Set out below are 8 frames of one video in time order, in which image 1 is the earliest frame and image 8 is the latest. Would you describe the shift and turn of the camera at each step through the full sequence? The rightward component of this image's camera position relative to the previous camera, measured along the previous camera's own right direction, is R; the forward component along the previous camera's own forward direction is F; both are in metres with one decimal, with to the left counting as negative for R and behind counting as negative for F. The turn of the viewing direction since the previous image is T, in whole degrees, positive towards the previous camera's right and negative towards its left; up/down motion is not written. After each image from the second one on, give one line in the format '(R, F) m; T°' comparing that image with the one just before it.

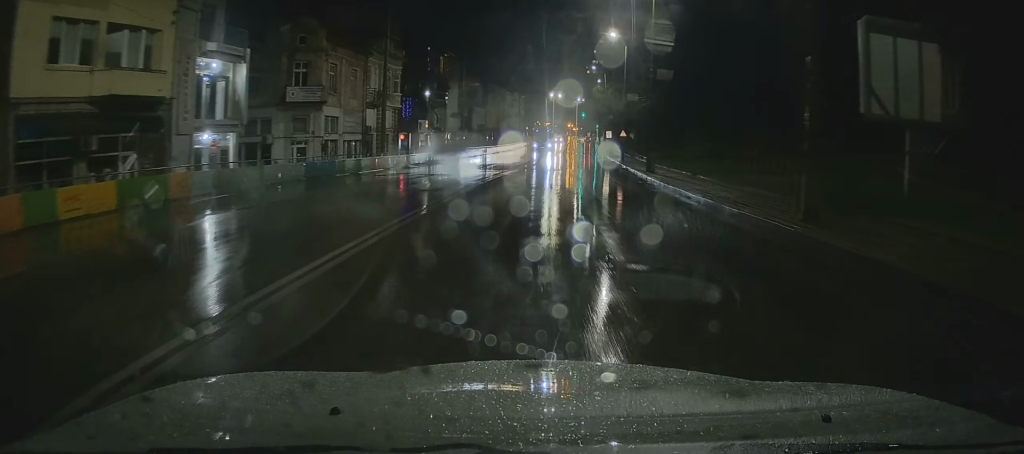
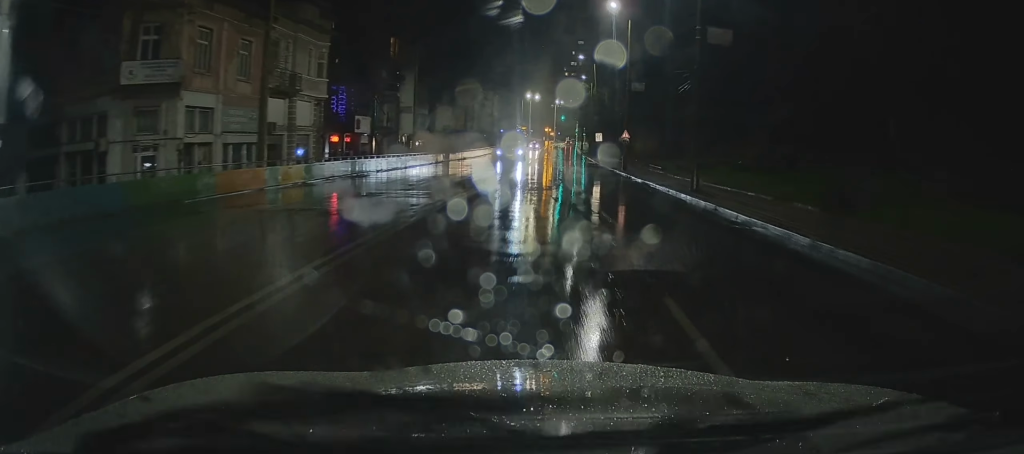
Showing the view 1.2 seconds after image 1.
(+0.1, +15.8) m; 0°
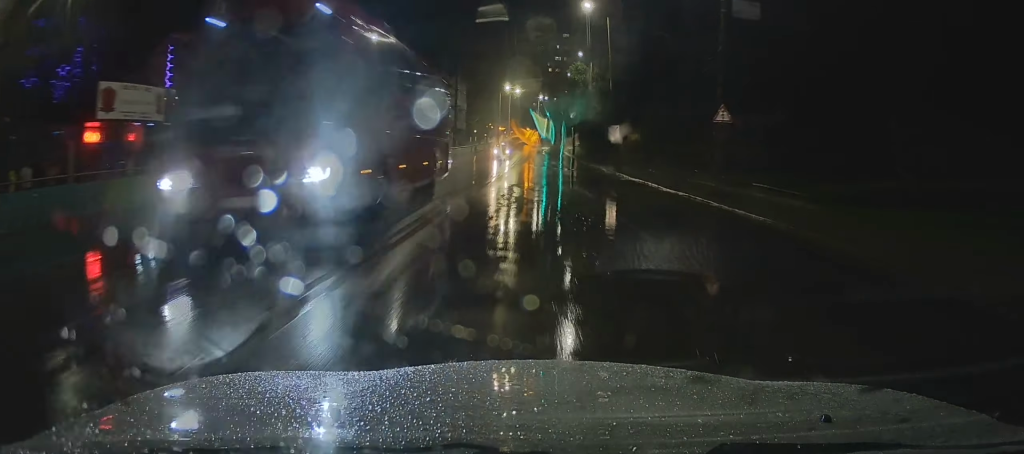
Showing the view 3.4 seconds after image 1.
(+0.2, +29.1) m; 0°
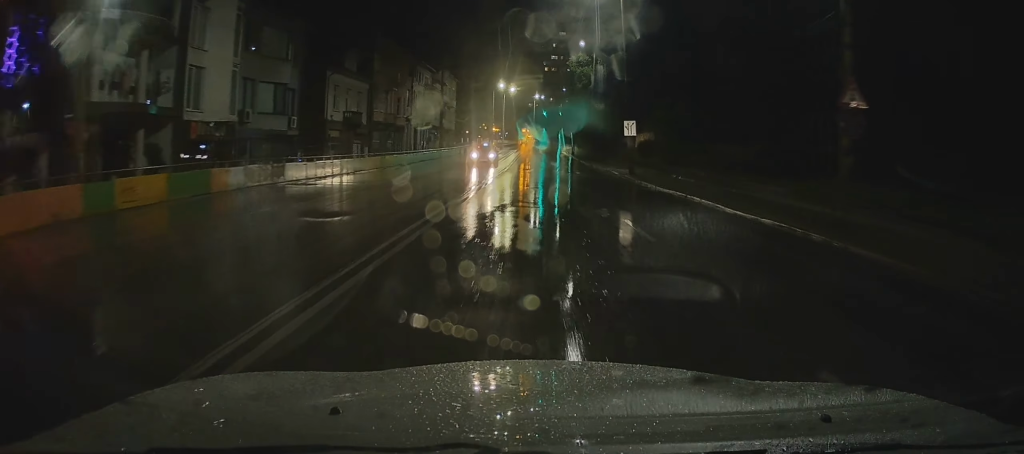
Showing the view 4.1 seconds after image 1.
(-0.1, +9.3) m; 0°
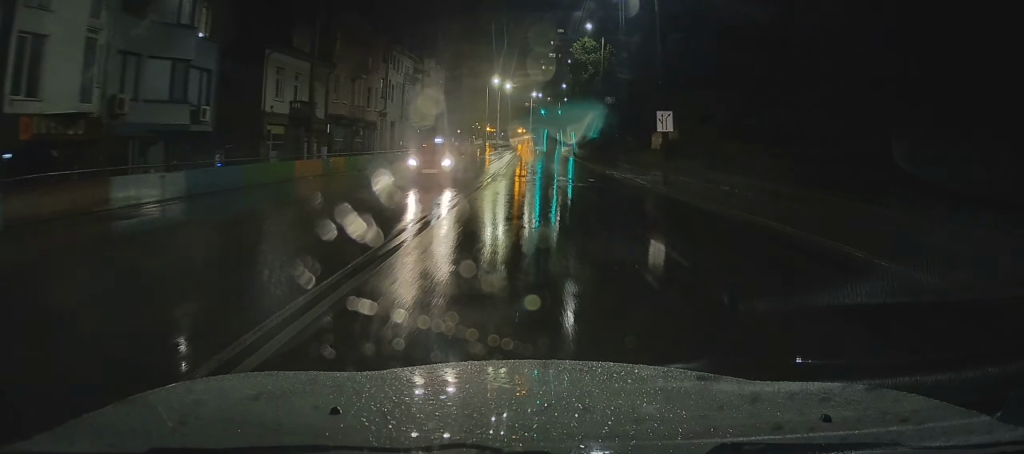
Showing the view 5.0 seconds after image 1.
(+0.1, +11.0) m; +1°
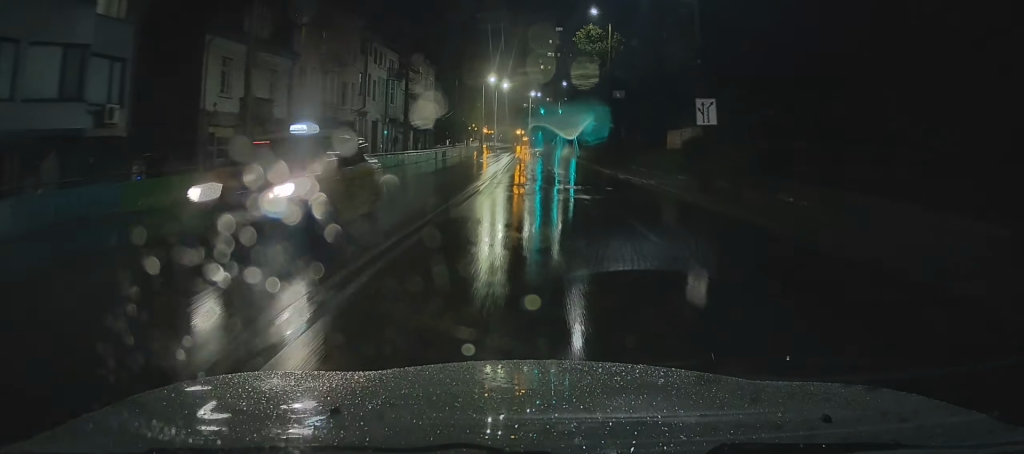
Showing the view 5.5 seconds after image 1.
(0.0, +7.0) m; 0°
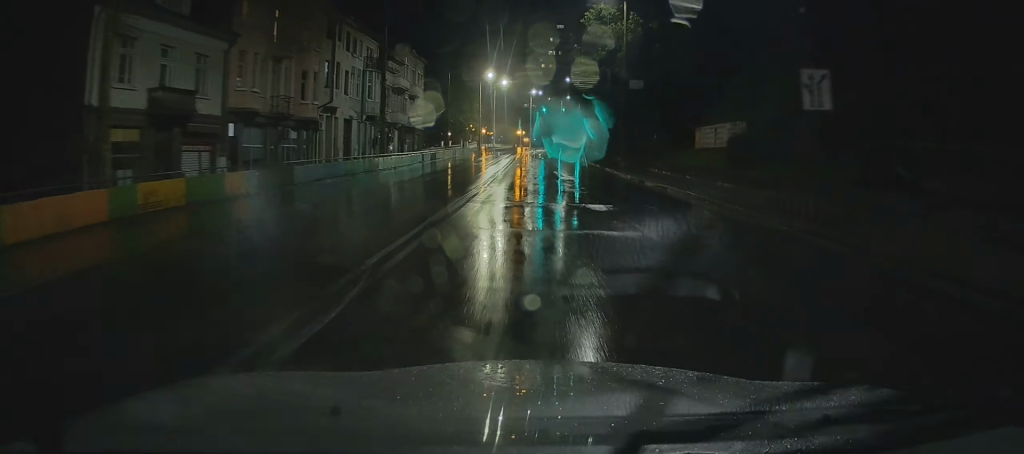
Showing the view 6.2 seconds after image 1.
(0.0, +8.7) m; 0°
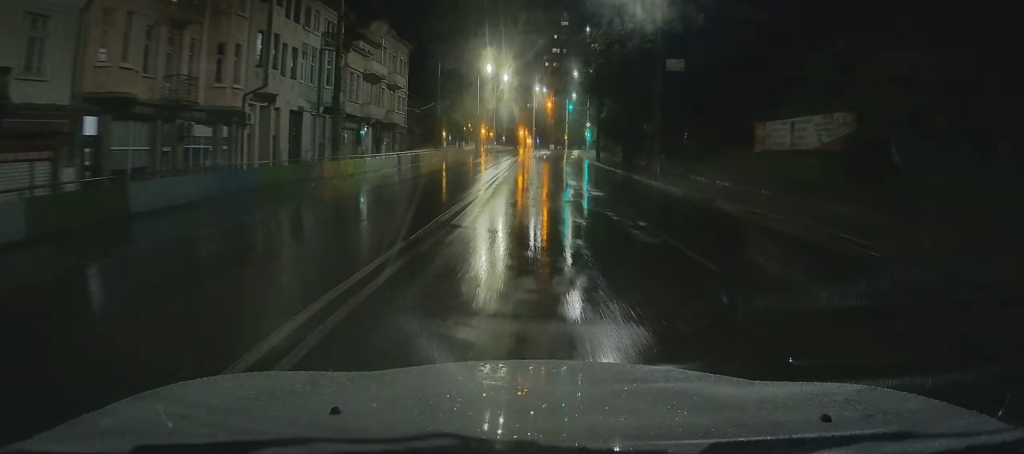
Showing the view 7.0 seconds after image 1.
(0.0, +11.3) m; 0°
